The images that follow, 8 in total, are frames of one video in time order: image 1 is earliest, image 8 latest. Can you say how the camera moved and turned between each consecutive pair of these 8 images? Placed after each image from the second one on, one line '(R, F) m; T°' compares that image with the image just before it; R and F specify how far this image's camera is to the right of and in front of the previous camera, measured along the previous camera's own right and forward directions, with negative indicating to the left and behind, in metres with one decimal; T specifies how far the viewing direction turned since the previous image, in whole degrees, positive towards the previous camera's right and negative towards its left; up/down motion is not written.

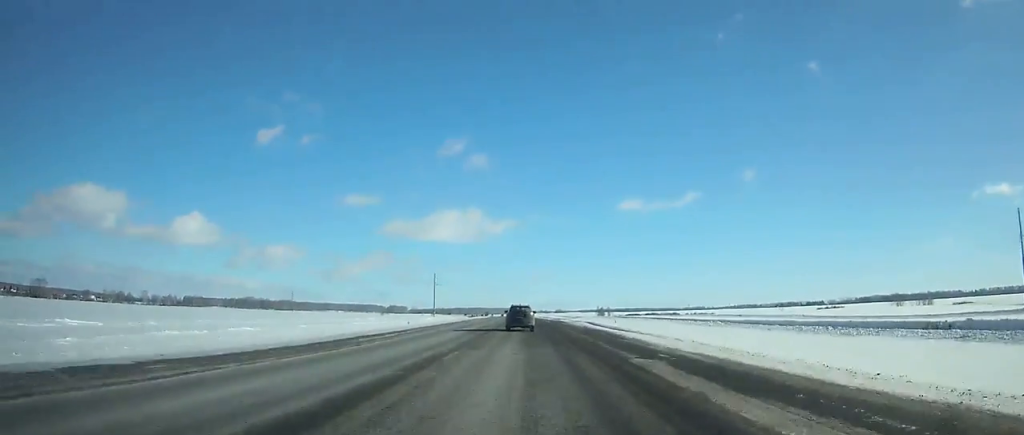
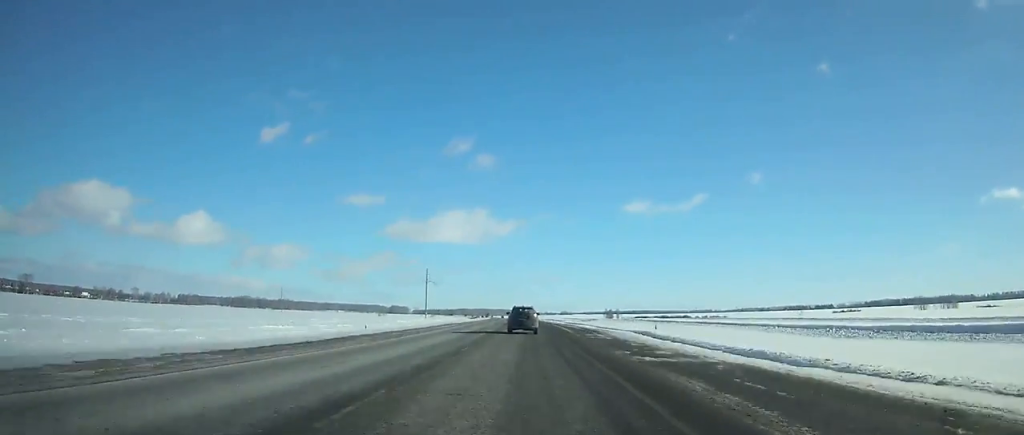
(+0.1, +32.8) m; -1°
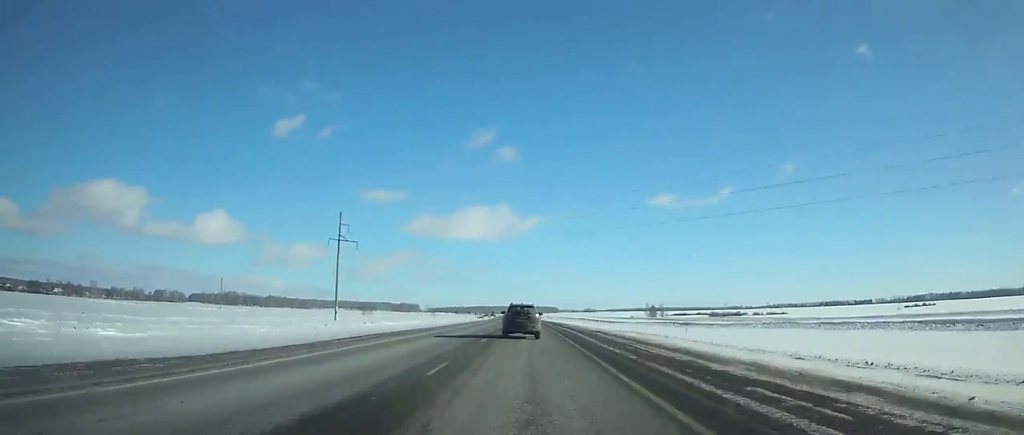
(-2.9, +127.1) m; -2°
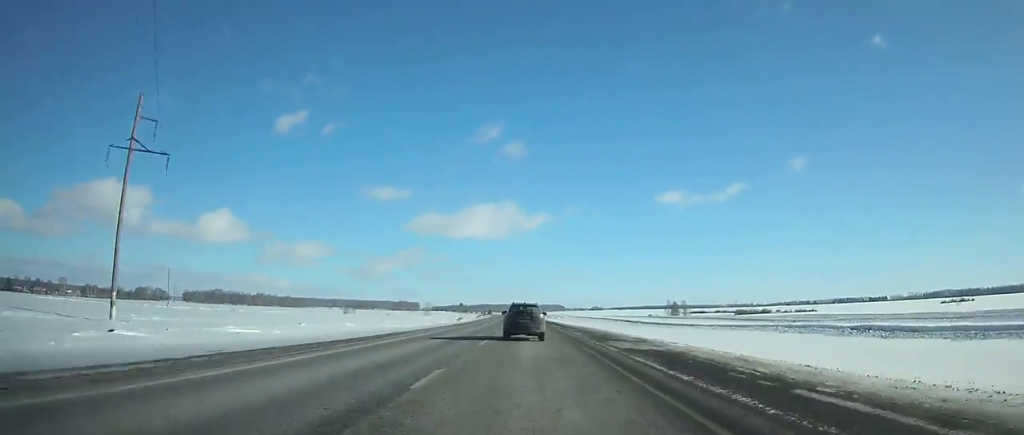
(-0.4, +62.2) m; -1°
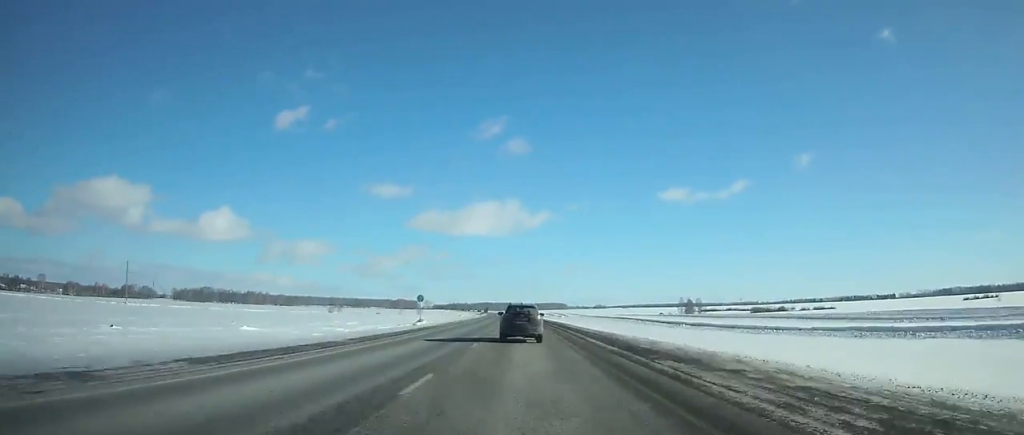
(+0.1, +35.9) m; -1°
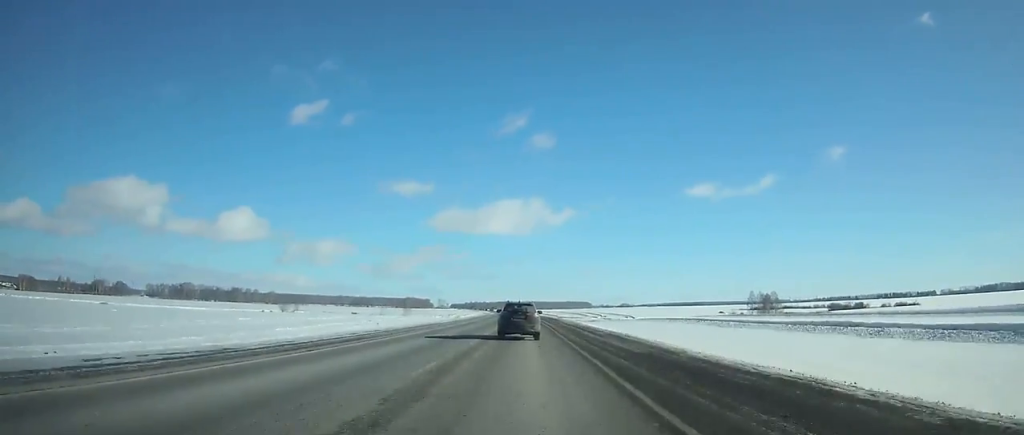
(-1.8, +106.4) m; -2°
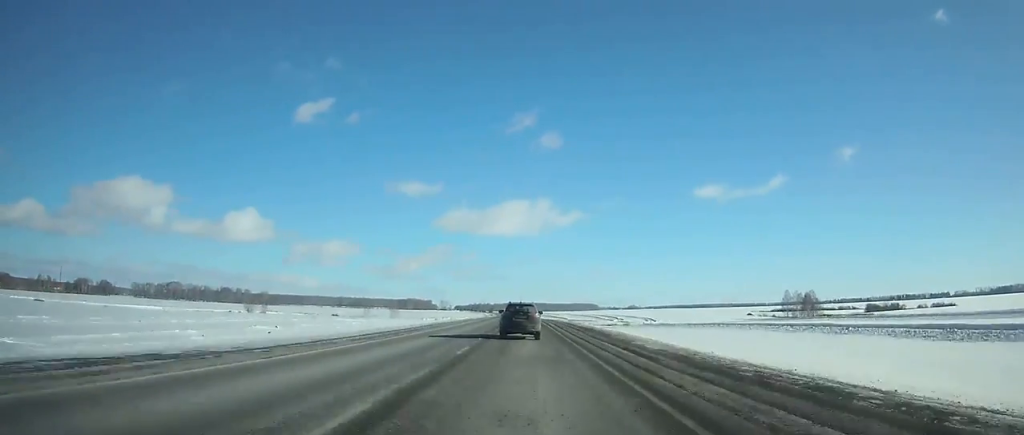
(-0.2, +42.8) m; -1°
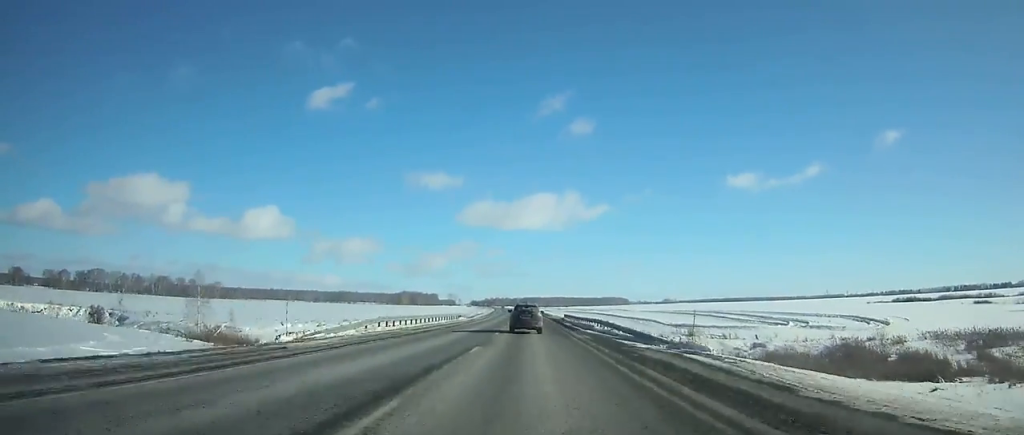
(-3.1, +180.3) m; -2°
